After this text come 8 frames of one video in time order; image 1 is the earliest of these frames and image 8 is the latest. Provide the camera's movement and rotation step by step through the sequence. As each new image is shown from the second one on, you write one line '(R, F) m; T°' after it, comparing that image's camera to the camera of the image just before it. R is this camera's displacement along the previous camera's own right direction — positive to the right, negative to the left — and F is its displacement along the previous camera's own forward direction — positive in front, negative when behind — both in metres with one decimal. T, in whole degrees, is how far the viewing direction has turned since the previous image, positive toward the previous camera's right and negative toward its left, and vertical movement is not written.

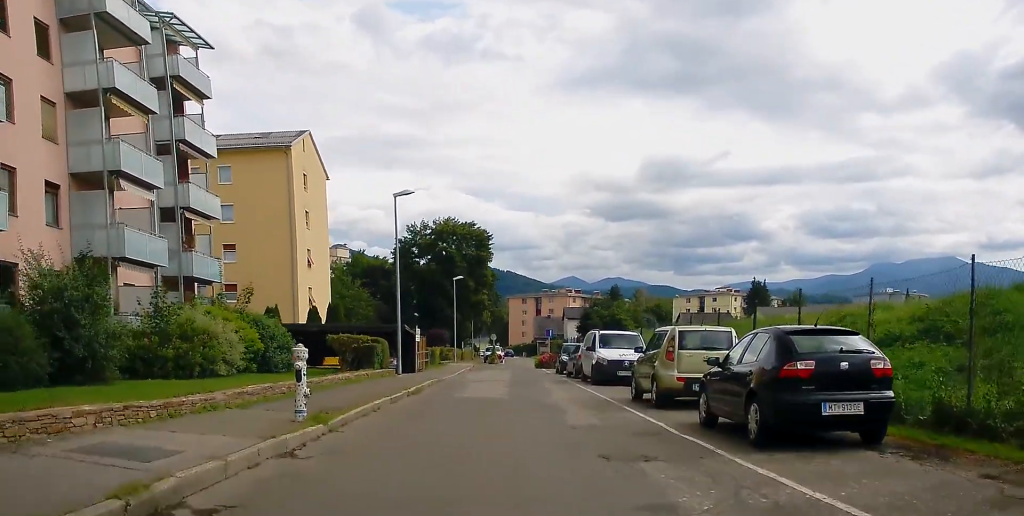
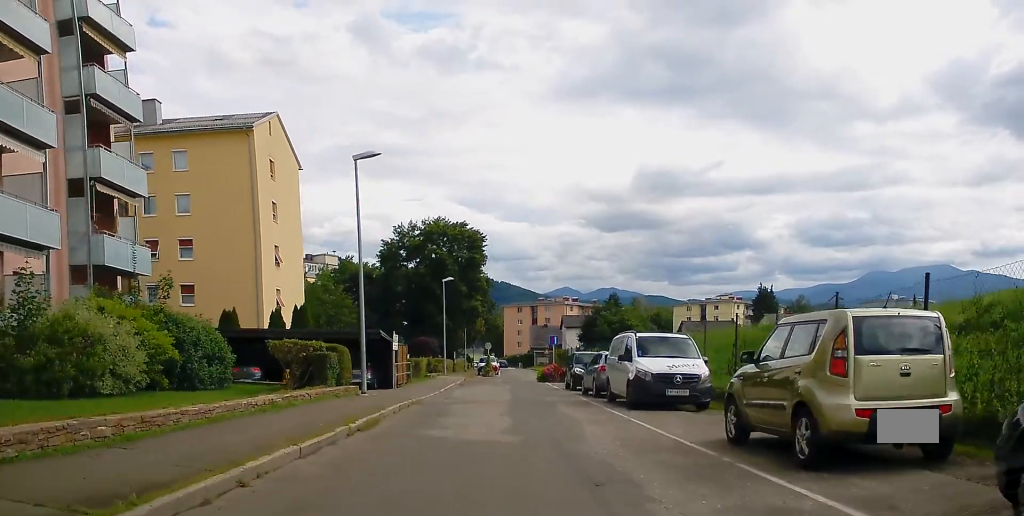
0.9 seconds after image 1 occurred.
(+0.2, +7.7) m; +1°
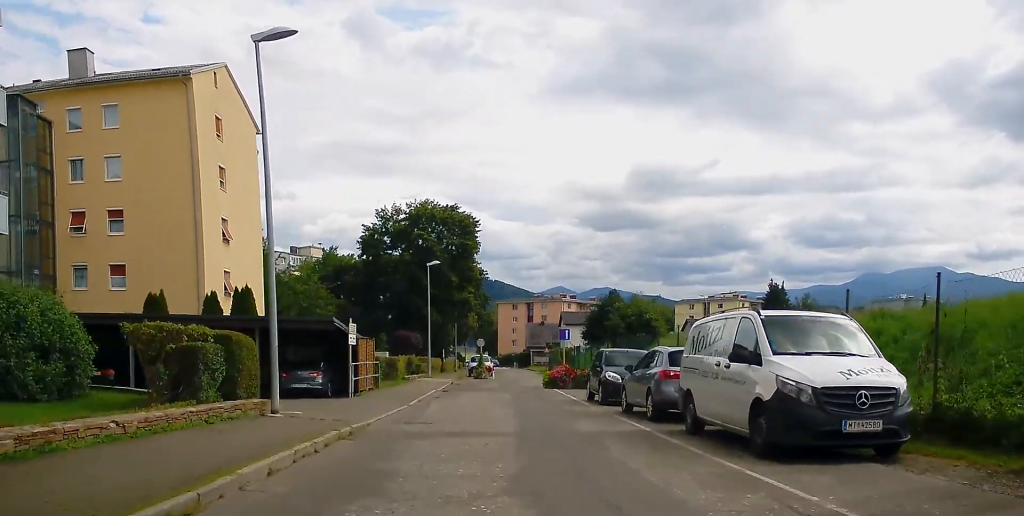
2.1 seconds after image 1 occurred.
(-0.1, +9.3) m; -1°
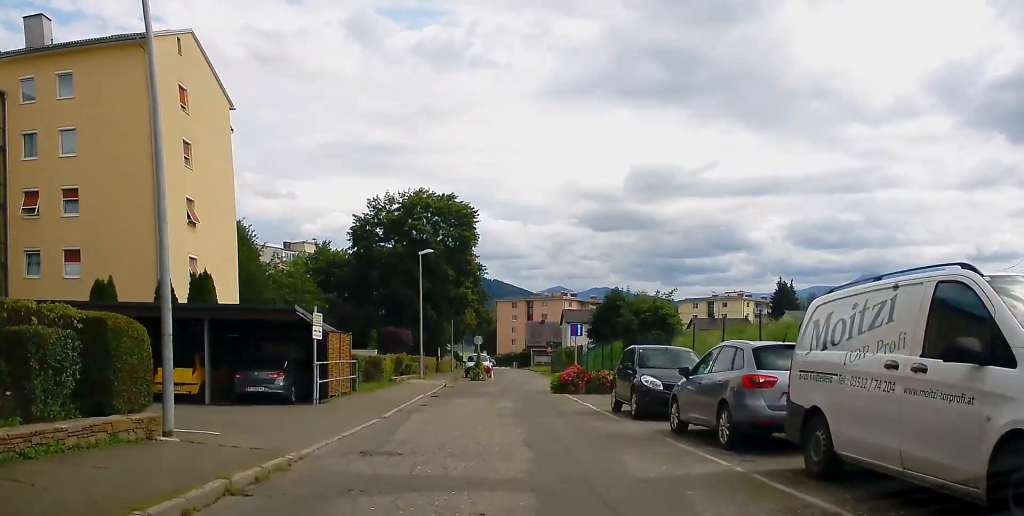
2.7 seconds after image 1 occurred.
(0.0, +4.9) m; +1°
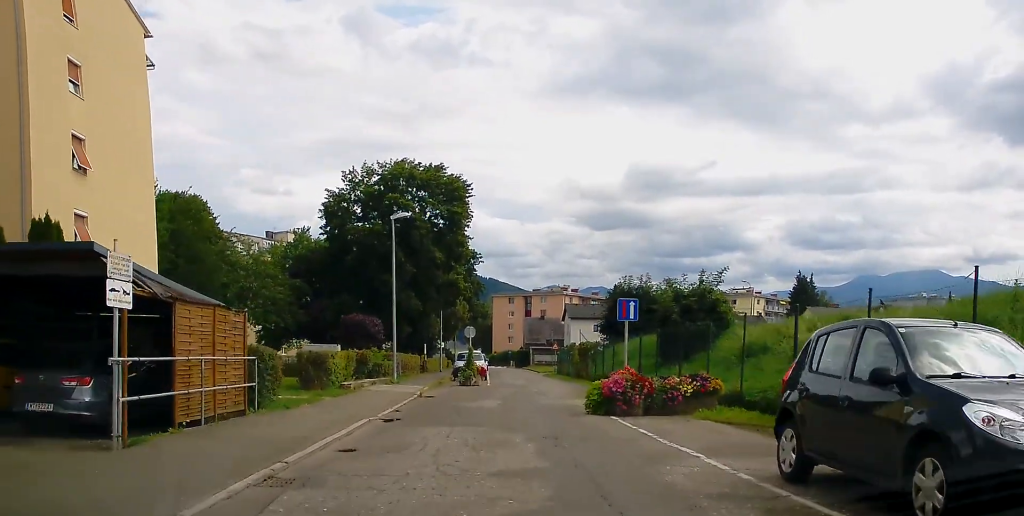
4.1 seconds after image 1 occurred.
(+0.3, +10.9) m; 0°
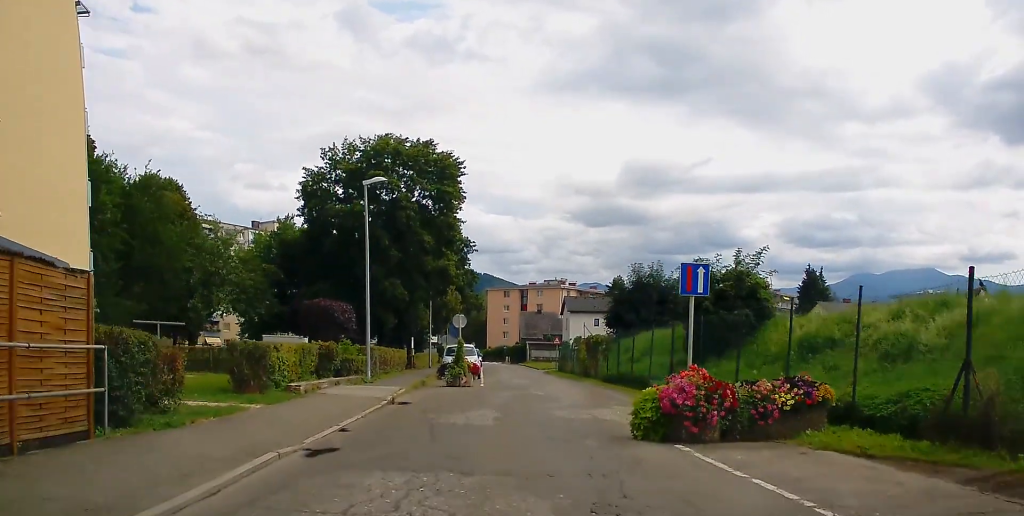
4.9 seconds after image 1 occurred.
(-0.2, +5.8) m; 0°
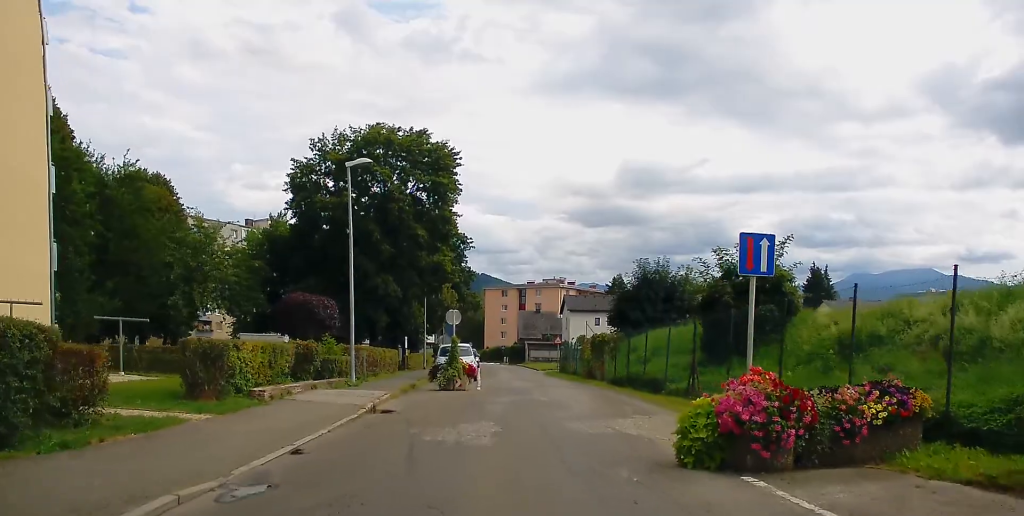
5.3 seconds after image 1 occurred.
(-0.1, +2.8) m; 0°
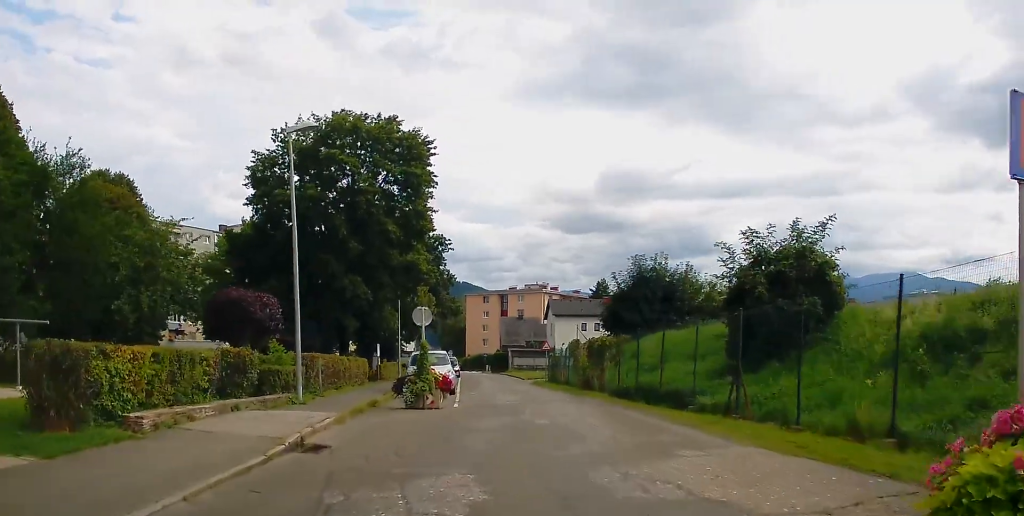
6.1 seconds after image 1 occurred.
(+0.4, +5.0) m; +2°
